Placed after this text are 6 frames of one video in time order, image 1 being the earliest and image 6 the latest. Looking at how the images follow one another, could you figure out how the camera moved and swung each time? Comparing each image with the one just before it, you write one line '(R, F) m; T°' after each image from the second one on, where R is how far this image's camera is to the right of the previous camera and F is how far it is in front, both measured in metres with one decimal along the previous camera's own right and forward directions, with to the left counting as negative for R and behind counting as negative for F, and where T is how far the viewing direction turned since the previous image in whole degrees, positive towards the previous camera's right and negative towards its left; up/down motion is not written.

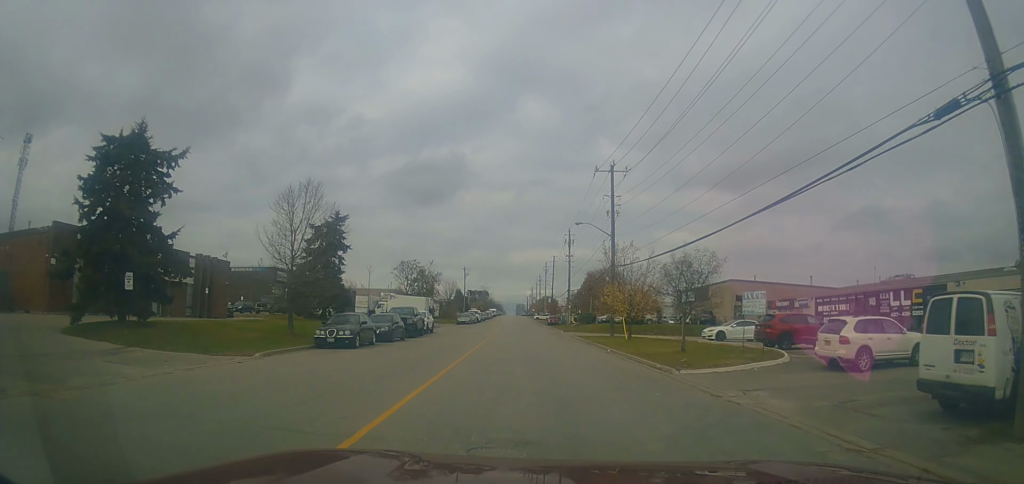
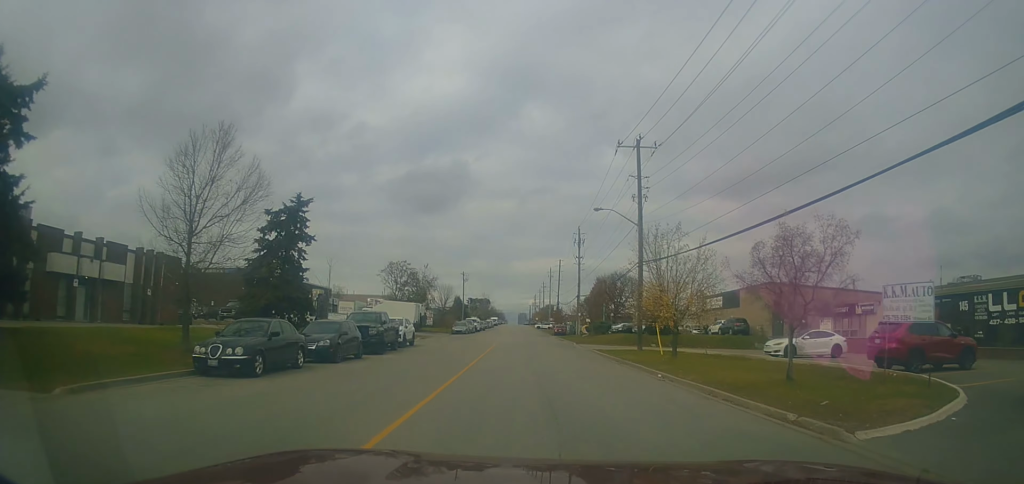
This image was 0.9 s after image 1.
(0.0, +9.5) m; -3°
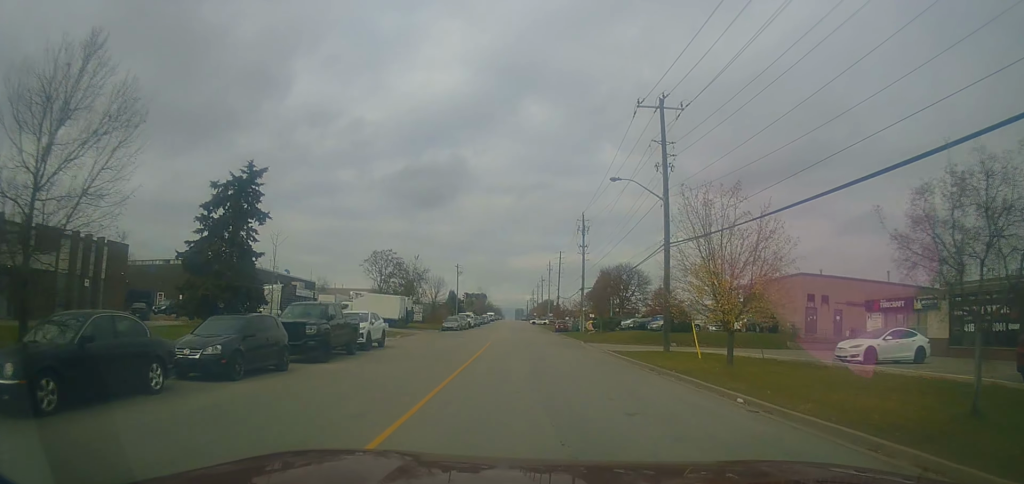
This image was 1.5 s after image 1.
(-0.3, +7.3) m; +1°
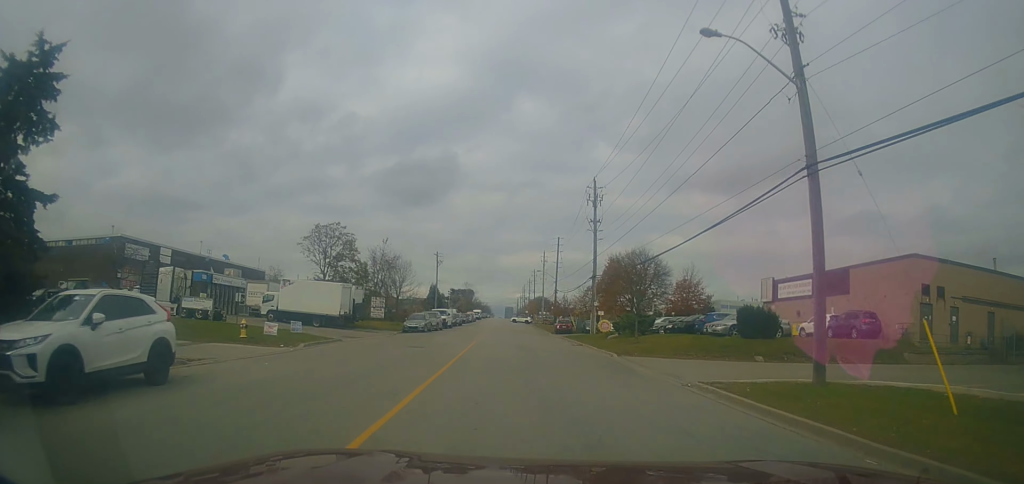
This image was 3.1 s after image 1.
(+1.0, +17.2) m; +5°
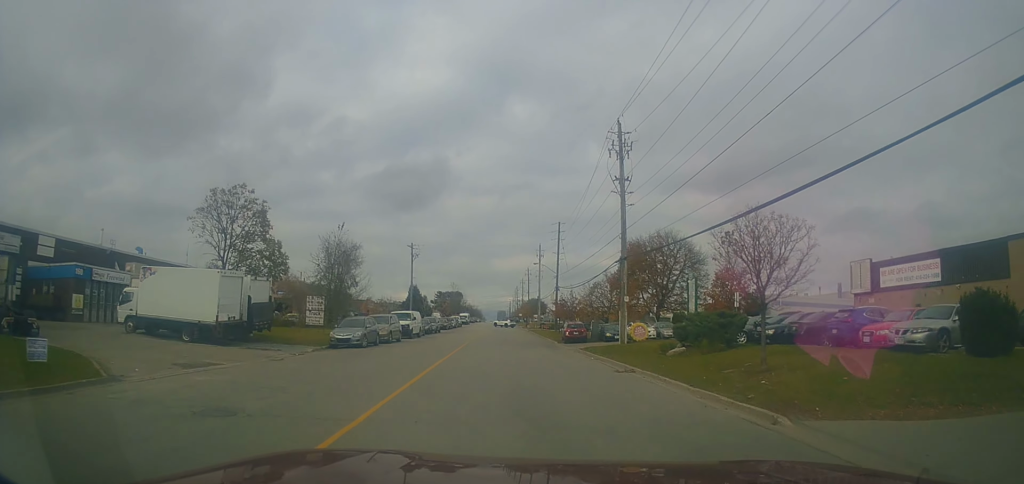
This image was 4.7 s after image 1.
(-0.6, +17.0) m; -3°
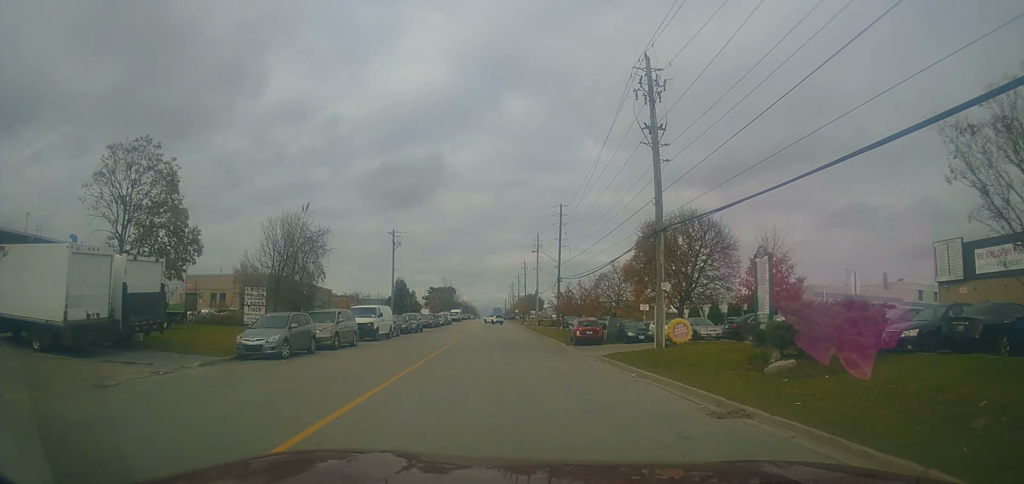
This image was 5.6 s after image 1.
(+0.2, +9.5) m; +1°
